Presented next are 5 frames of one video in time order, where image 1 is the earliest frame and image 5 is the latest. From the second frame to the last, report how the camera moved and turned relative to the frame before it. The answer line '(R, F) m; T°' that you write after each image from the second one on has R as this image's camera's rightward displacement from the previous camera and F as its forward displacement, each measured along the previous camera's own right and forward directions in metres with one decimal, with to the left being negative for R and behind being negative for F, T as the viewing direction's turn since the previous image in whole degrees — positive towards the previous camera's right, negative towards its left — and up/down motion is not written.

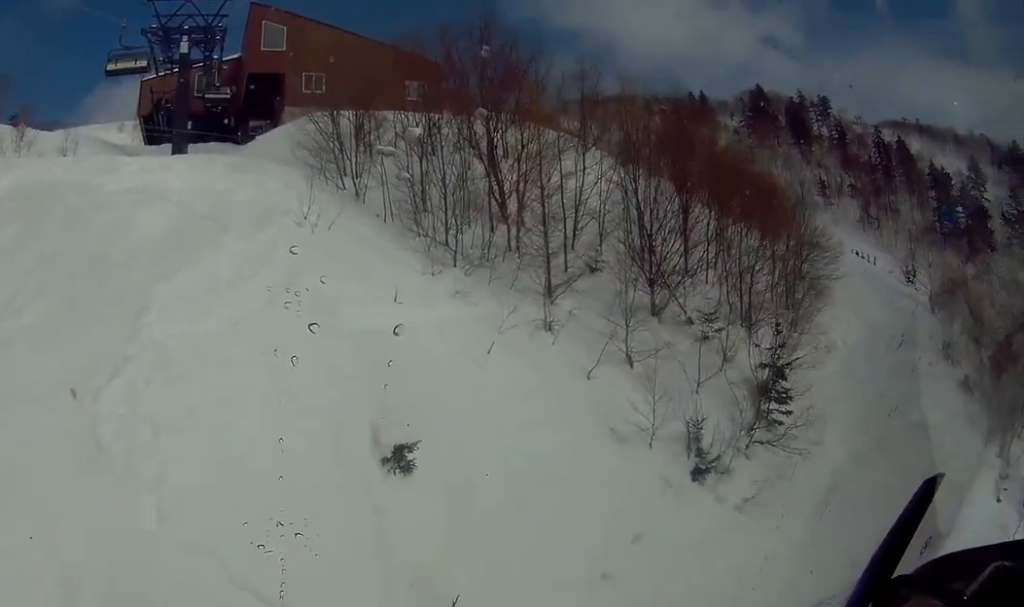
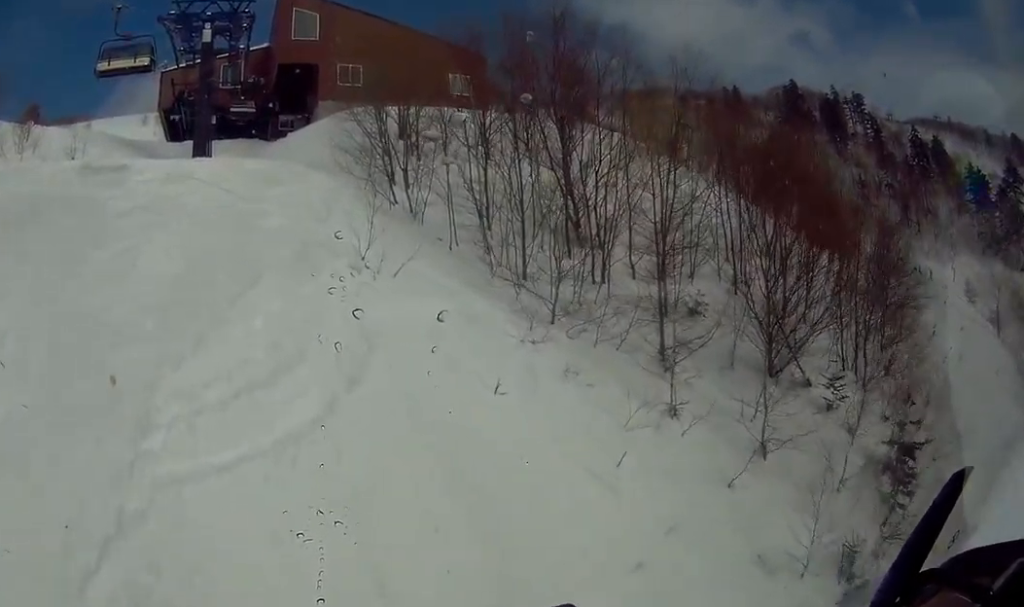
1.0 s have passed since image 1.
(0.0, +4.5) m; 0°
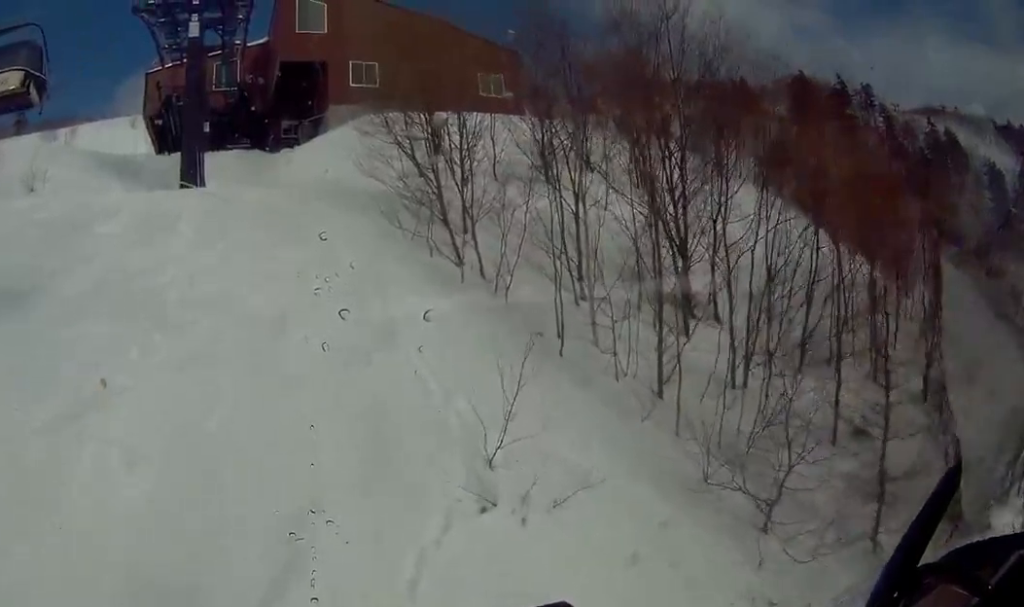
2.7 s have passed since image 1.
(0.0, +4.1) m; 0°
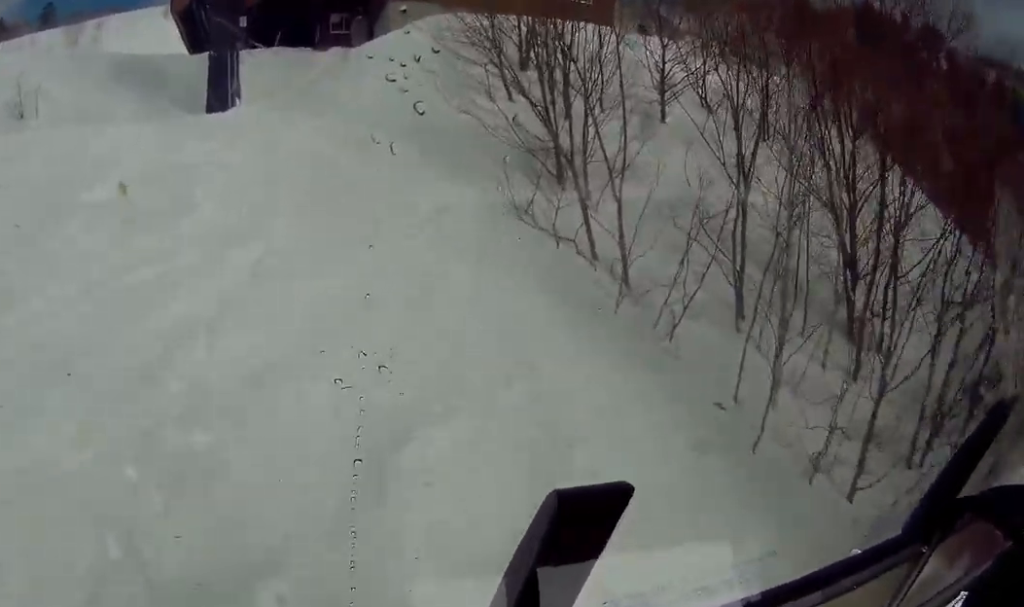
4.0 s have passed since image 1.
(0.0, +4.3) m; 0°
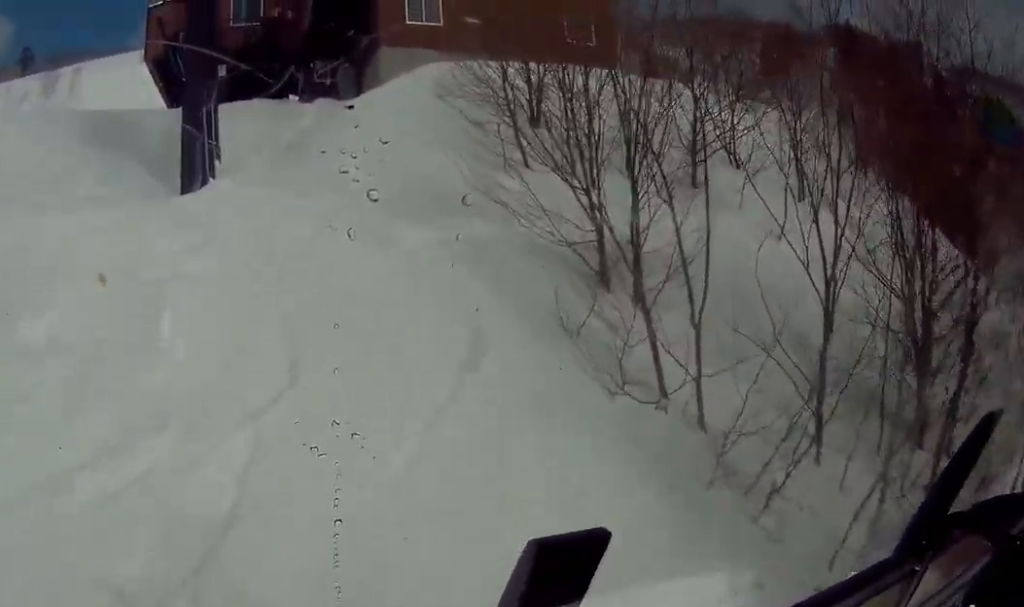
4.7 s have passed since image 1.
(0.0, +2.5) m; 0°
